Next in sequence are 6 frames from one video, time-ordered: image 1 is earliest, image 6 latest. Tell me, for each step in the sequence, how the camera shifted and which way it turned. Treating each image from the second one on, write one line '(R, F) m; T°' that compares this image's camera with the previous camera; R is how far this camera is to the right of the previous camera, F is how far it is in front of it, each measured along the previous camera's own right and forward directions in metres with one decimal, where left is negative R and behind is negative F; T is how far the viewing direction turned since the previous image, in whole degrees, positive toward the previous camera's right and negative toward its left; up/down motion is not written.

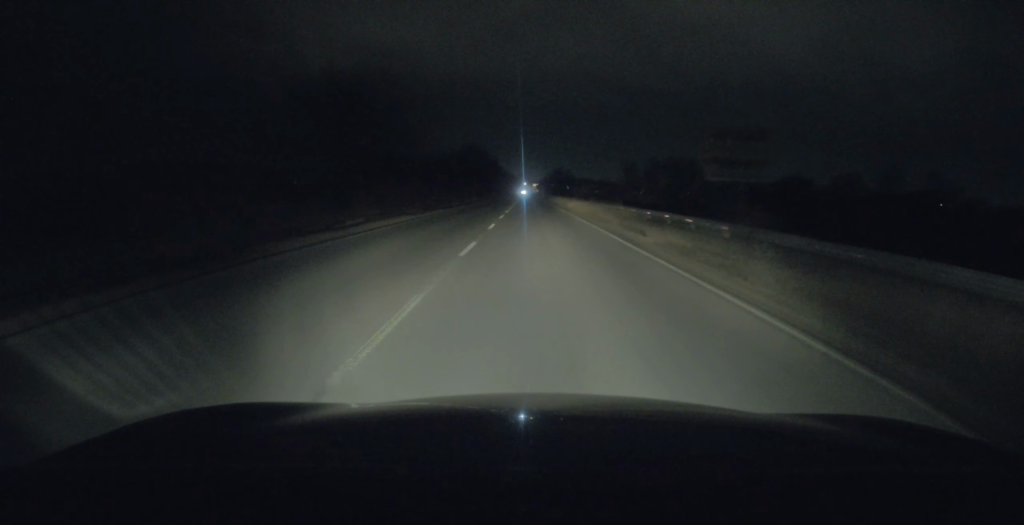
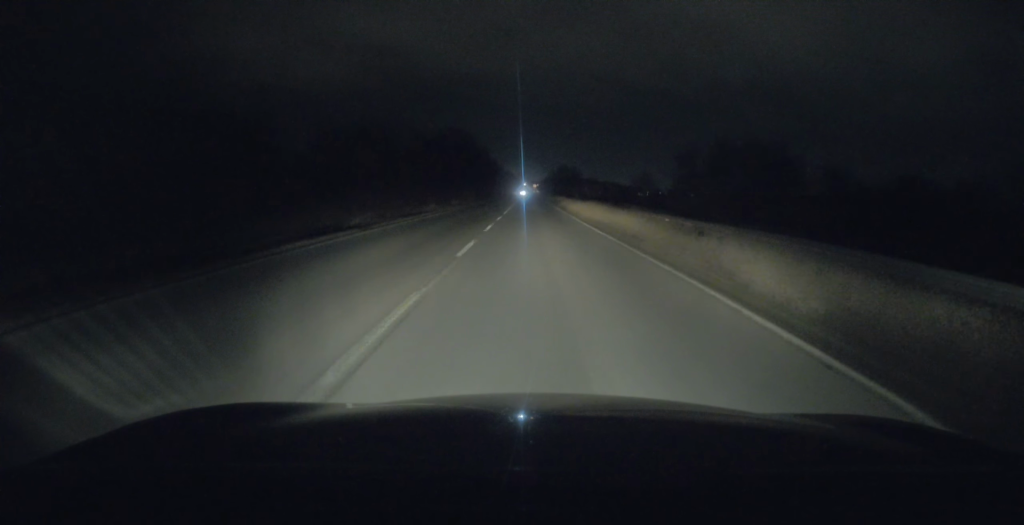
(+0.1, +38.7) m; 0°
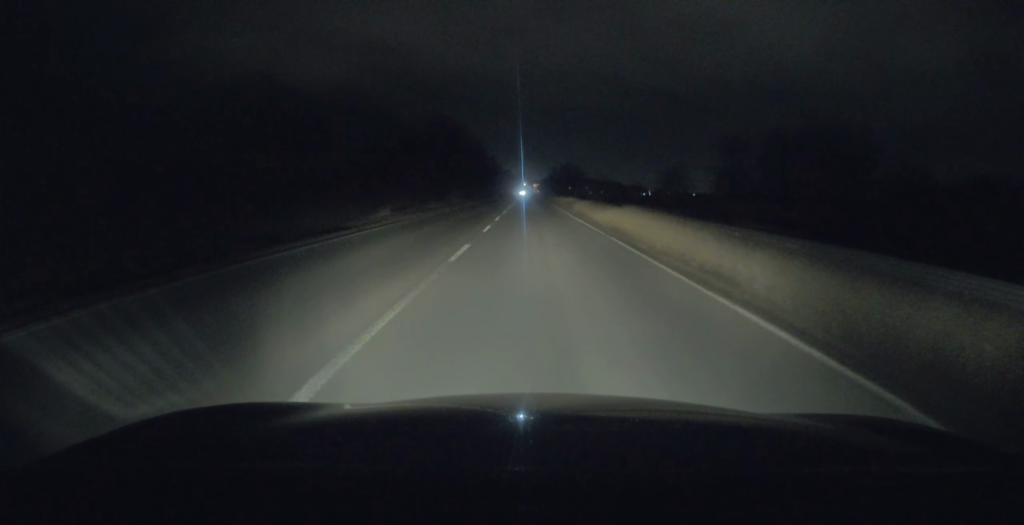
(0.0, +16.2) m; 0°
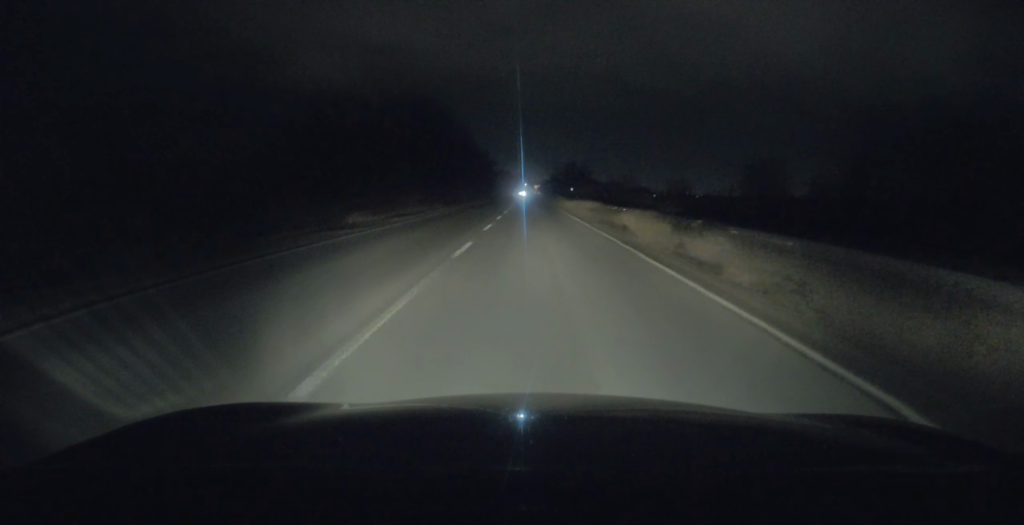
(-0.1, +22.5) m; 0°
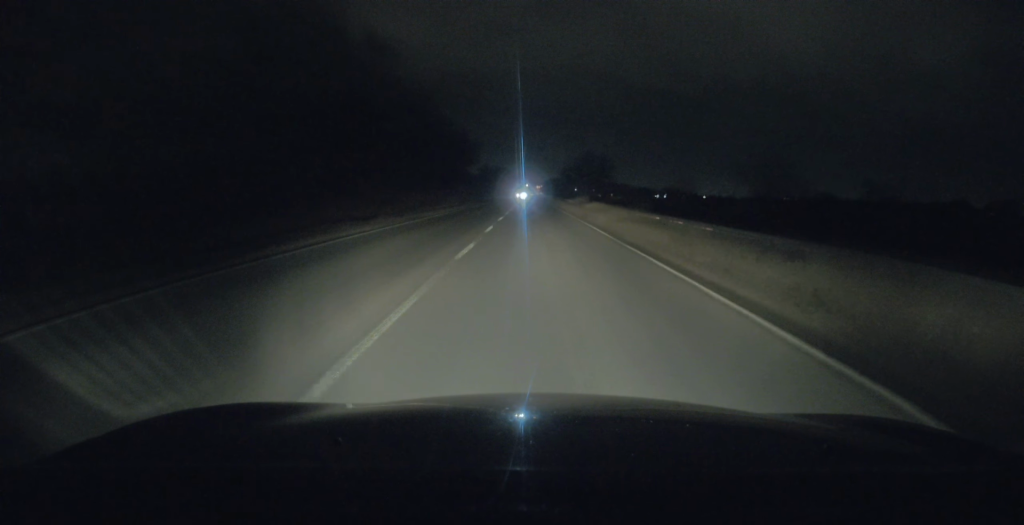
(+0.1, +46.6) m; 0°
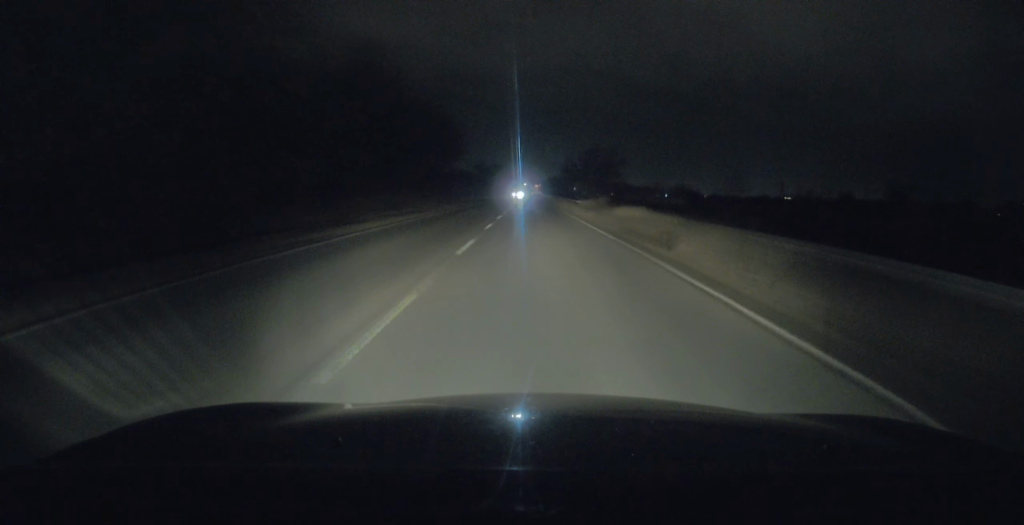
(0.0, +14.9) m; 0°
